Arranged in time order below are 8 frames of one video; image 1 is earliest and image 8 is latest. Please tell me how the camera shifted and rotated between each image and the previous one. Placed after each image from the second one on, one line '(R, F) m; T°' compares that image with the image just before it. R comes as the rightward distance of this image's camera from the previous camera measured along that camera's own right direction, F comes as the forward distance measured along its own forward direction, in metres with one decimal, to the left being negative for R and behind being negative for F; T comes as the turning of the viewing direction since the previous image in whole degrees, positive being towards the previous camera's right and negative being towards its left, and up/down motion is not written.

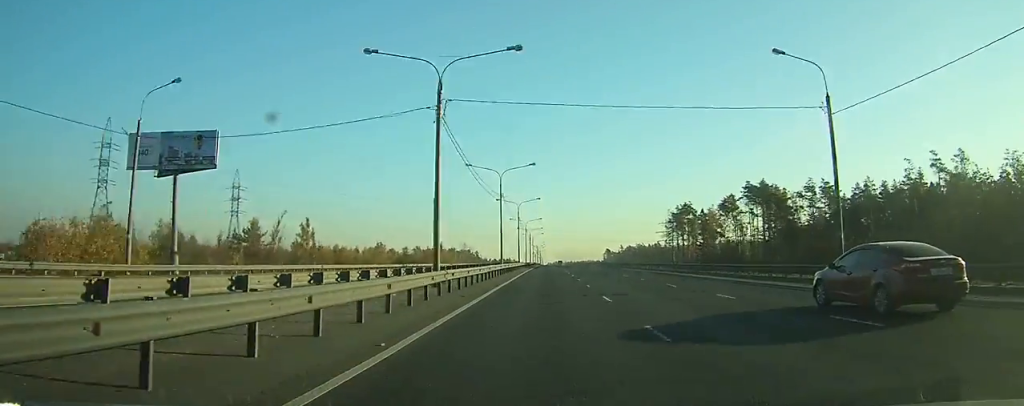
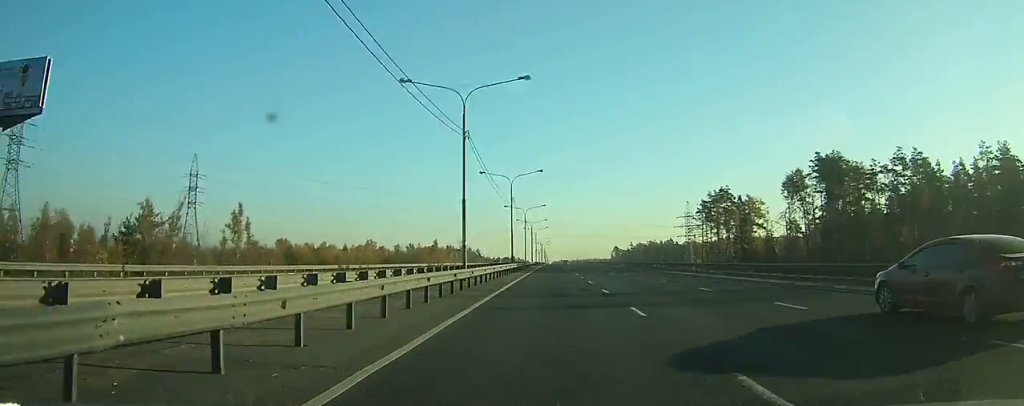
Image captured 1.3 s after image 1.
(0.0, +28.6) m; 0°
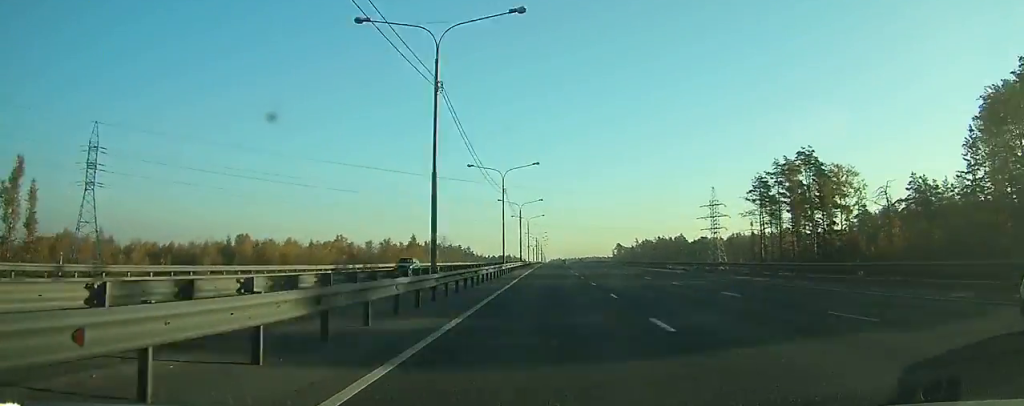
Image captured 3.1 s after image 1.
(0.0, +42.7) m; 0°
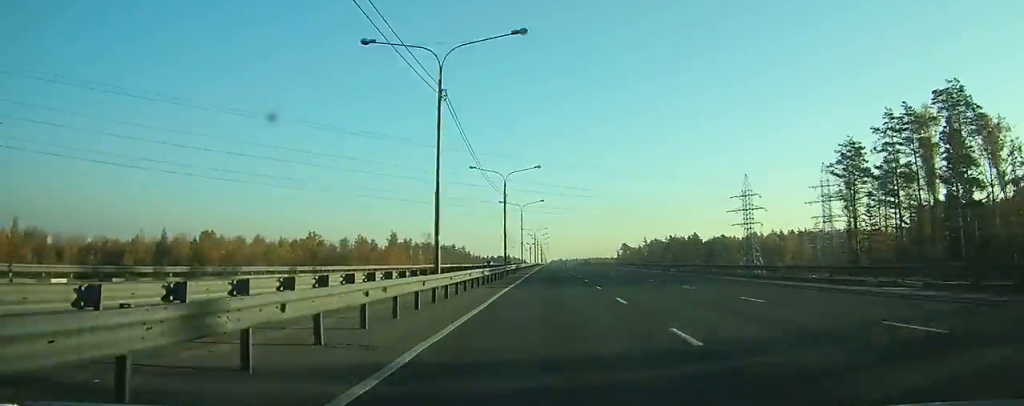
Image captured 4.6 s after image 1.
(-0.1, +33.9) m; 0°
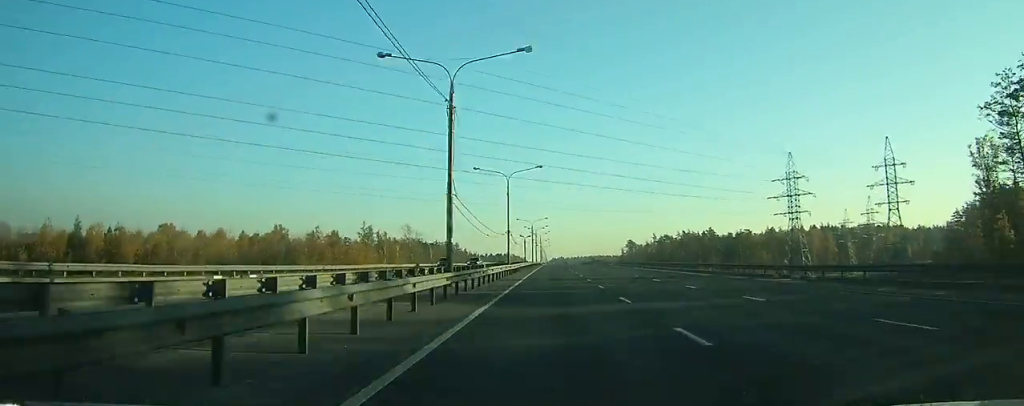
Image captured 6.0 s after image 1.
(0.0, +32.6) m; 0°
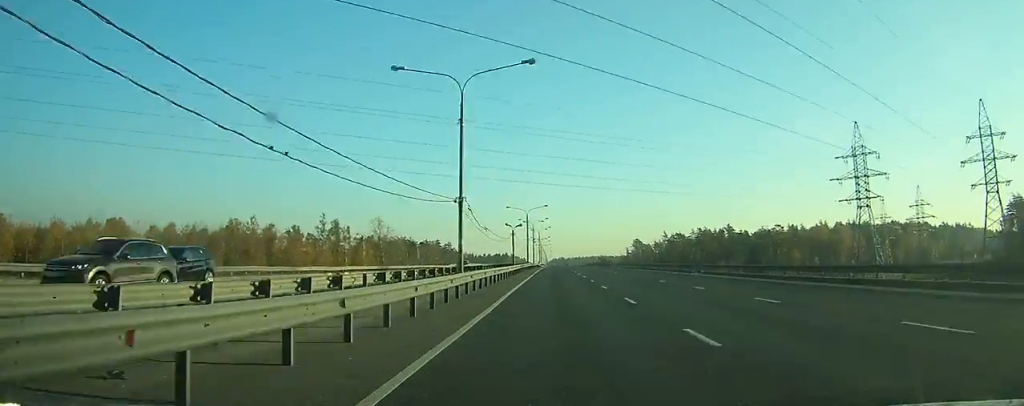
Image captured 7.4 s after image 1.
(0.0, +32.7) m; 0°
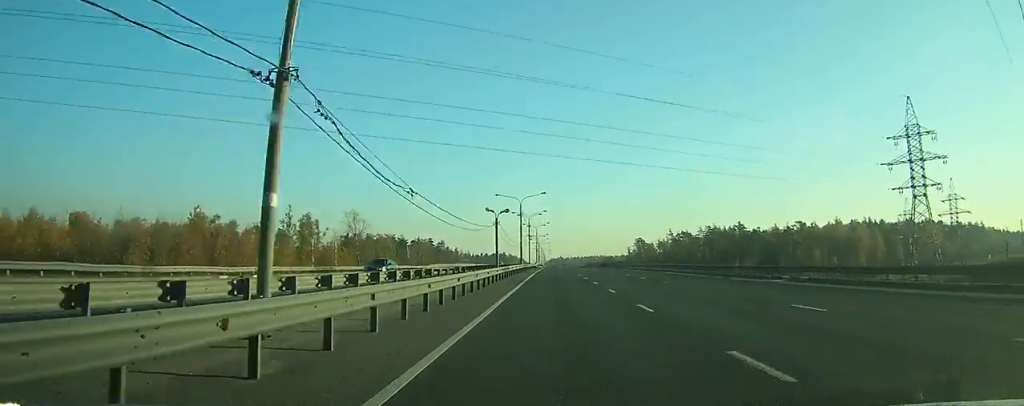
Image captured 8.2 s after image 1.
(-0.1, +18.7) m; 0°
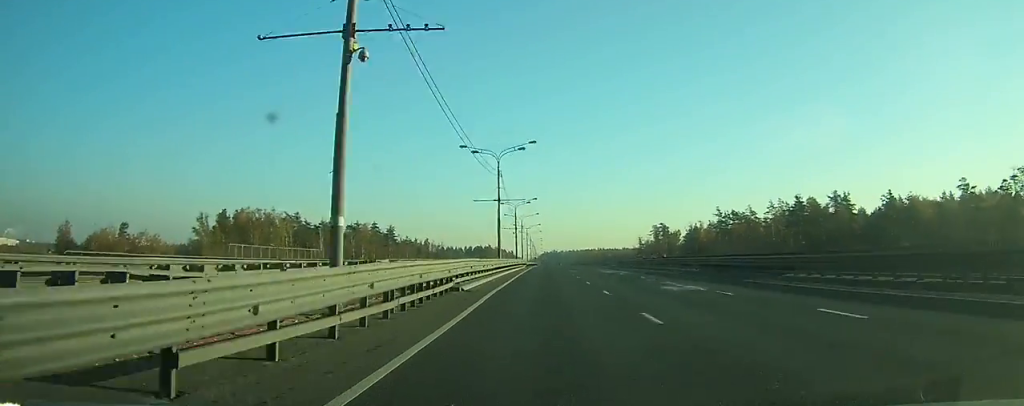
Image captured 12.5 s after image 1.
(+0.8, +100.5) m; +1°
